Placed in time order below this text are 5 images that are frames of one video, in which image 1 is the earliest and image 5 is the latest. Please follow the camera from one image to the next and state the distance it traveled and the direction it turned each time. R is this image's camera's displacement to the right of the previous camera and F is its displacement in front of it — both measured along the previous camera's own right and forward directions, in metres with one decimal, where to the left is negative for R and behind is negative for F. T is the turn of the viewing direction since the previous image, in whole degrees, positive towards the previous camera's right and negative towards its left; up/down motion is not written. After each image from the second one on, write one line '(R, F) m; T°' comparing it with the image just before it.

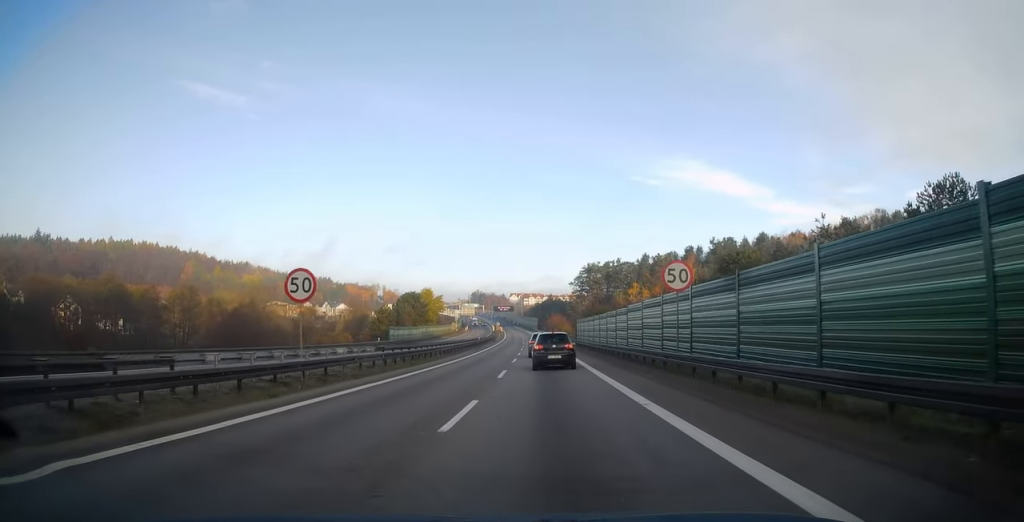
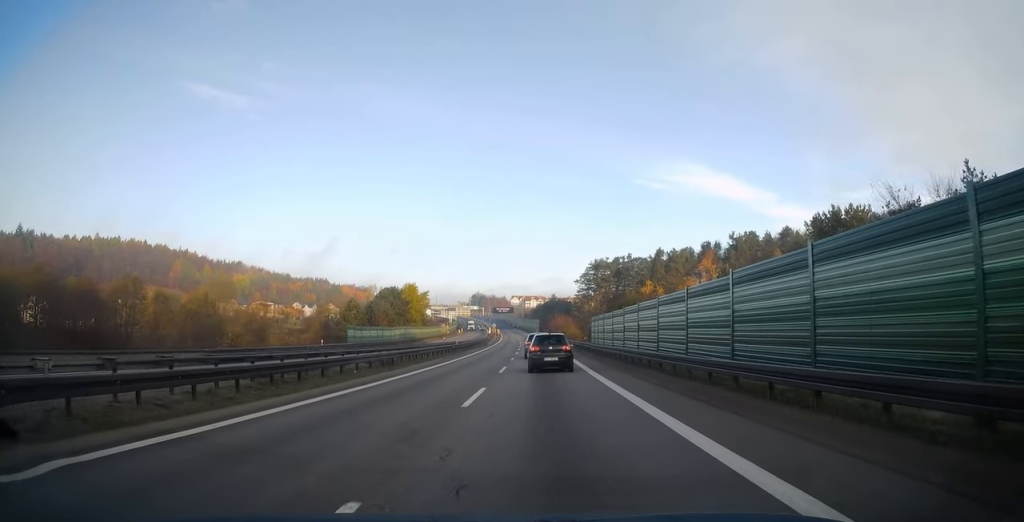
(0.0, +19.9) m; 0°
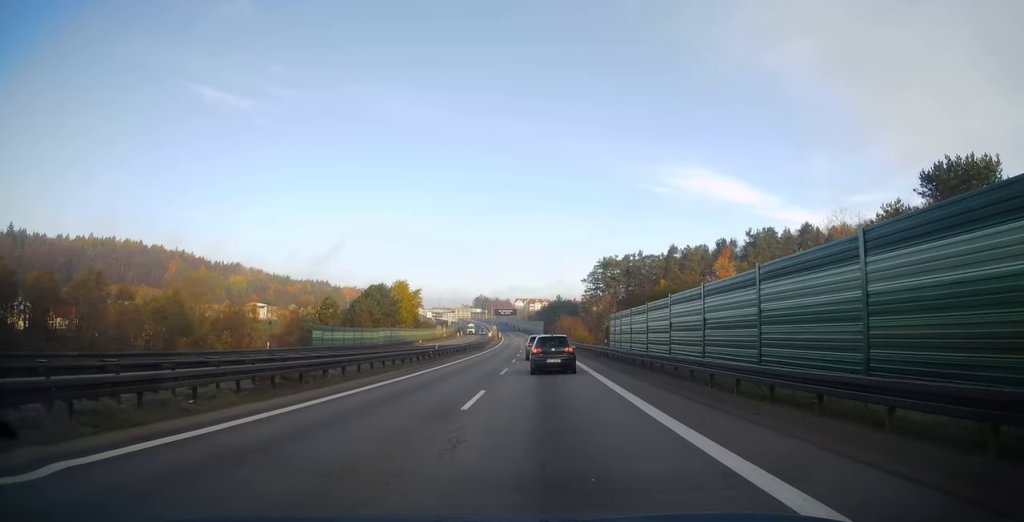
(0.0, +12.0) m; 0°
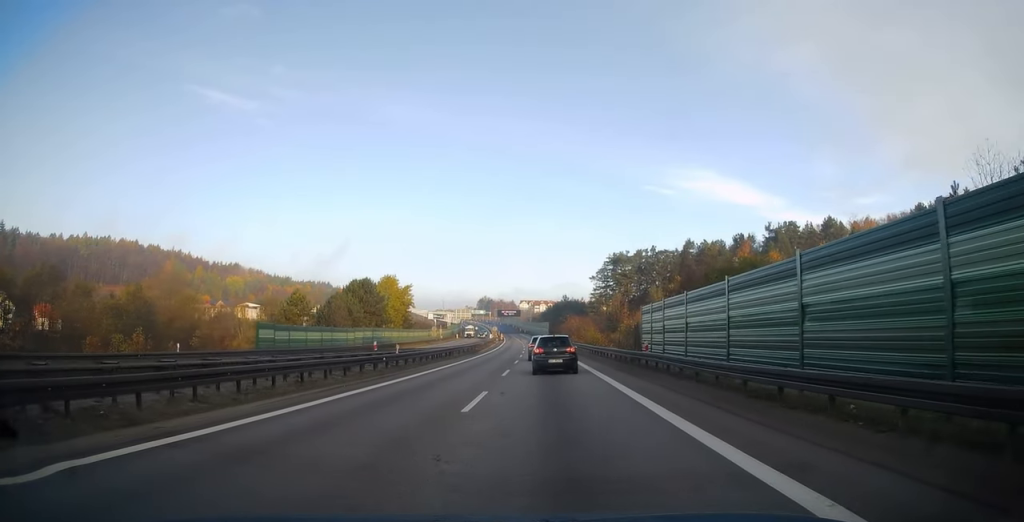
(0.0, +12.0) m; 0°
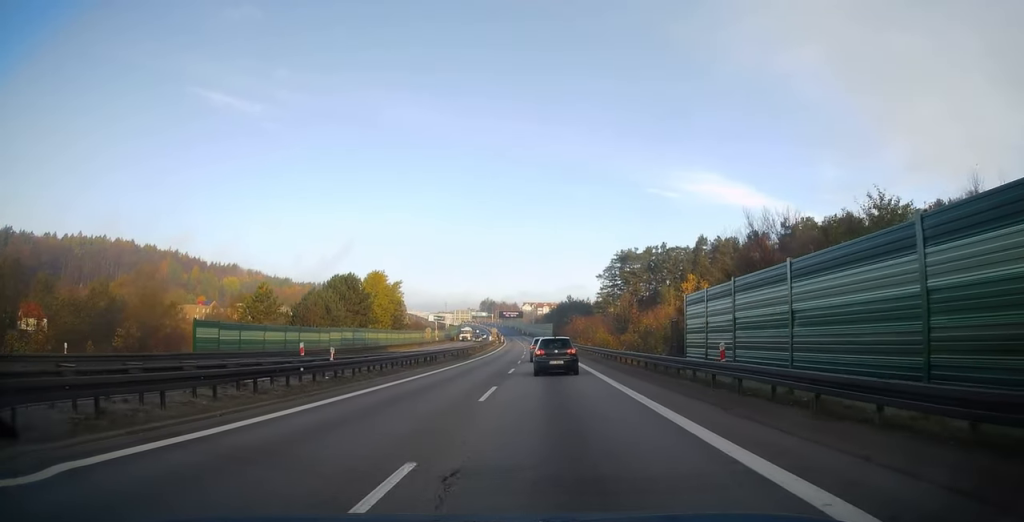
(0.0, +9.2) m; -1°
